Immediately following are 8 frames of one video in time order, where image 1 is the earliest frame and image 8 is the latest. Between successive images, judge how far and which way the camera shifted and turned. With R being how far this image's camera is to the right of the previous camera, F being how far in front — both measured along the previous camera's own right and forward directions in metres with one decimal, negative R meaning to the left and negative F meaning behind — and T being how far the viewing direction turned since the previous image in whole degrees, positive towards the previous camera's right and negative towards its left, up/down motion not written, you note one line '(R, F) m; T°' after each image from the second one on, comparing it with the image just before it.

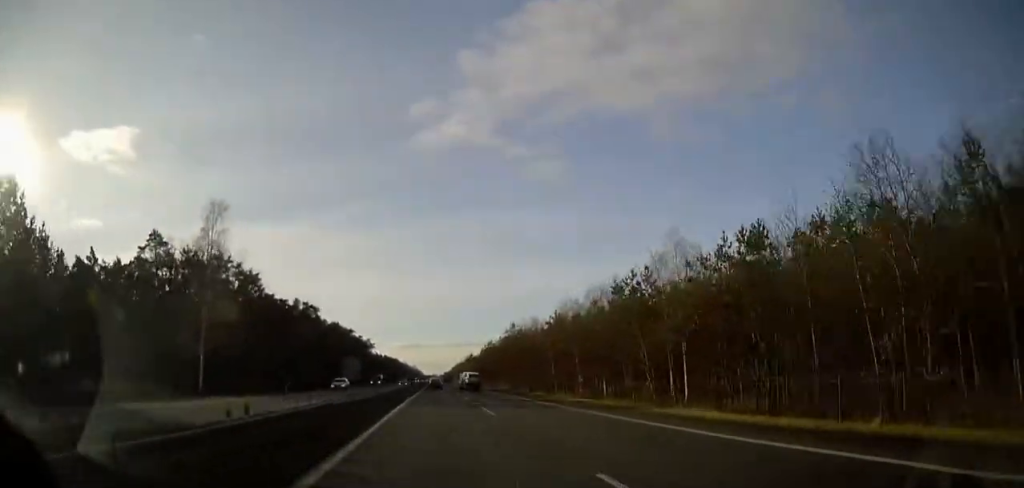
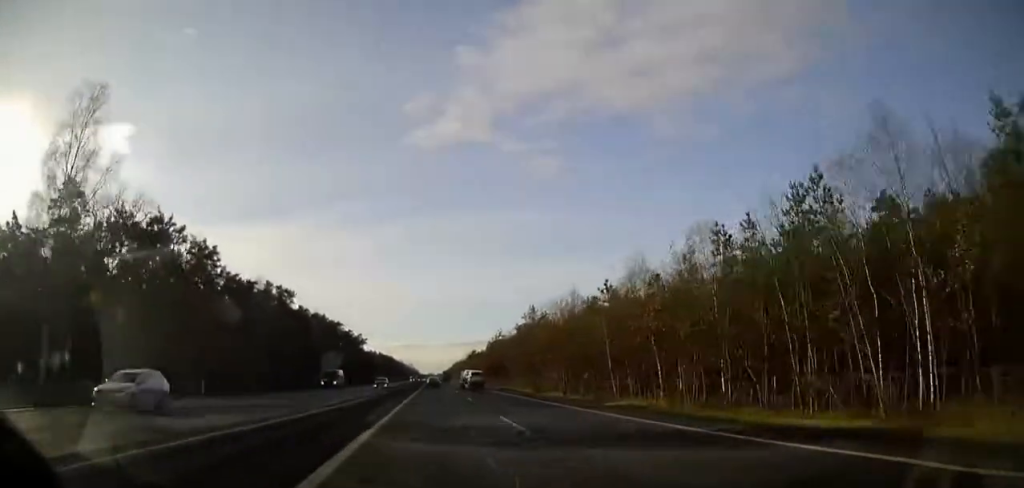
(+0.1, +23.4) m; 0°
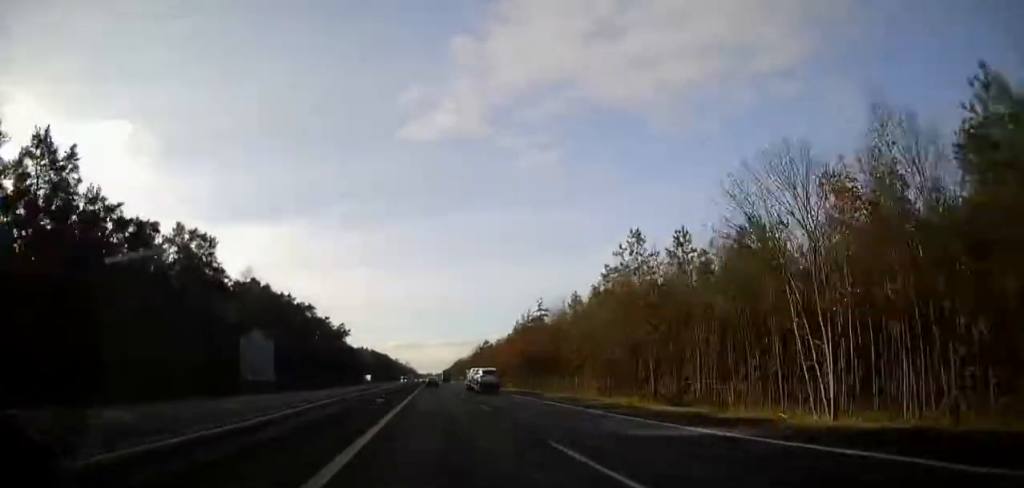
(0.0, +44.4) m; 0°
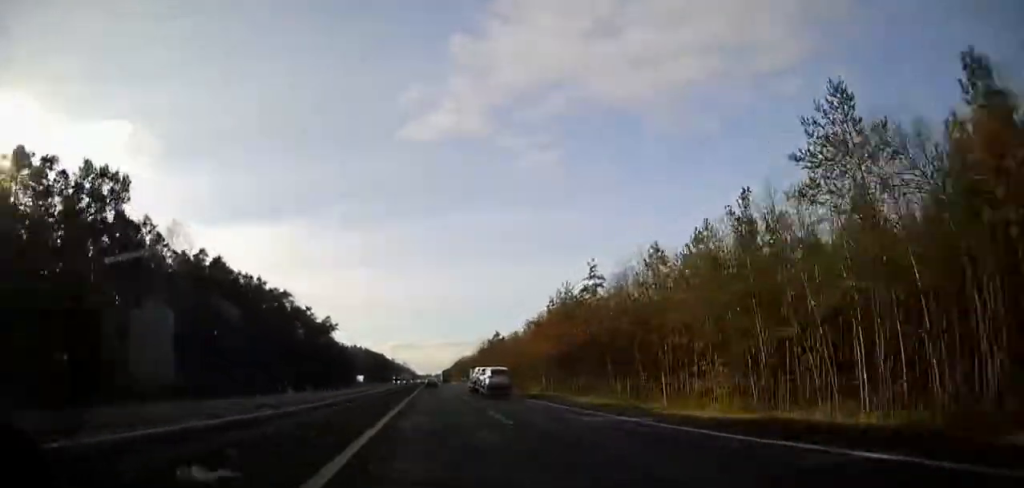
(0.0, +24.7) m; 0°
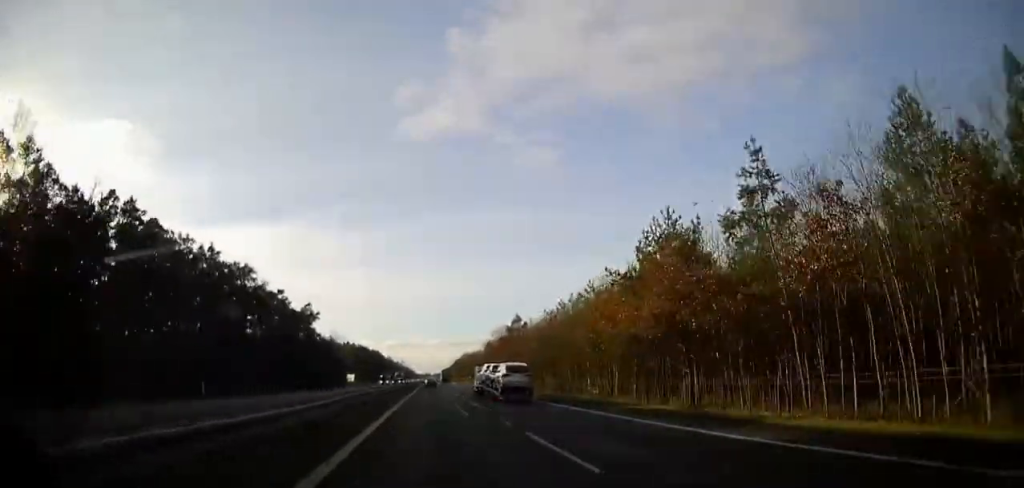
(0.0, +27.3) m; 0°
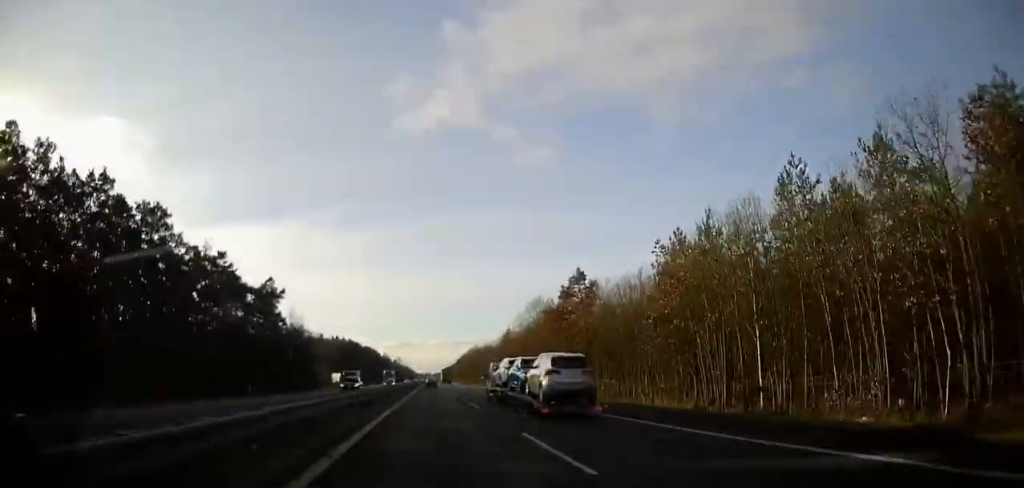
(+0.1, +36.0) m; 0°
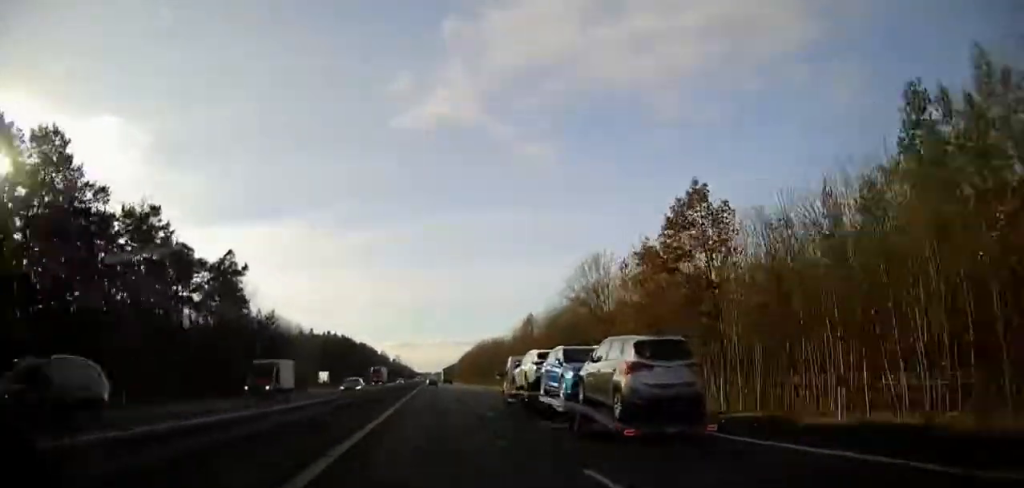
(0.0, +23.6) m; 0°
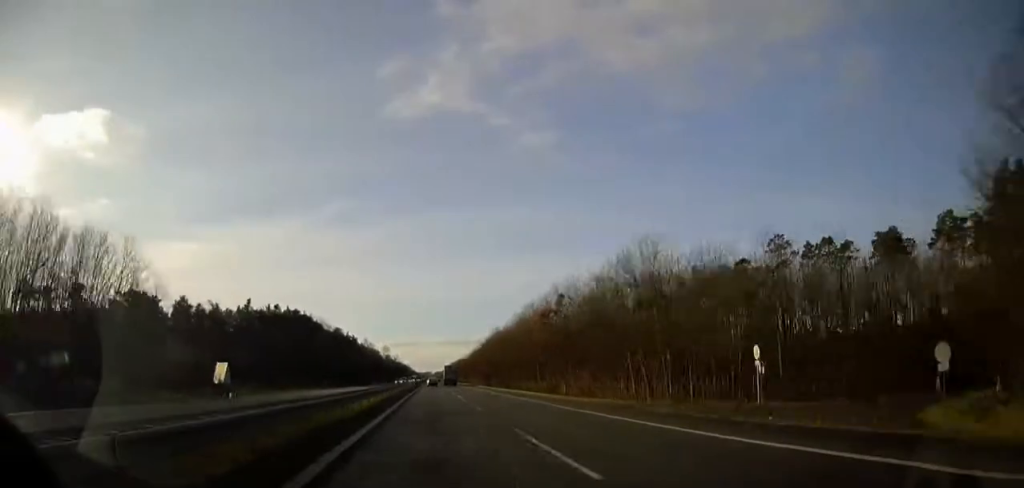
(-0.3, +84.4) m; 0°
